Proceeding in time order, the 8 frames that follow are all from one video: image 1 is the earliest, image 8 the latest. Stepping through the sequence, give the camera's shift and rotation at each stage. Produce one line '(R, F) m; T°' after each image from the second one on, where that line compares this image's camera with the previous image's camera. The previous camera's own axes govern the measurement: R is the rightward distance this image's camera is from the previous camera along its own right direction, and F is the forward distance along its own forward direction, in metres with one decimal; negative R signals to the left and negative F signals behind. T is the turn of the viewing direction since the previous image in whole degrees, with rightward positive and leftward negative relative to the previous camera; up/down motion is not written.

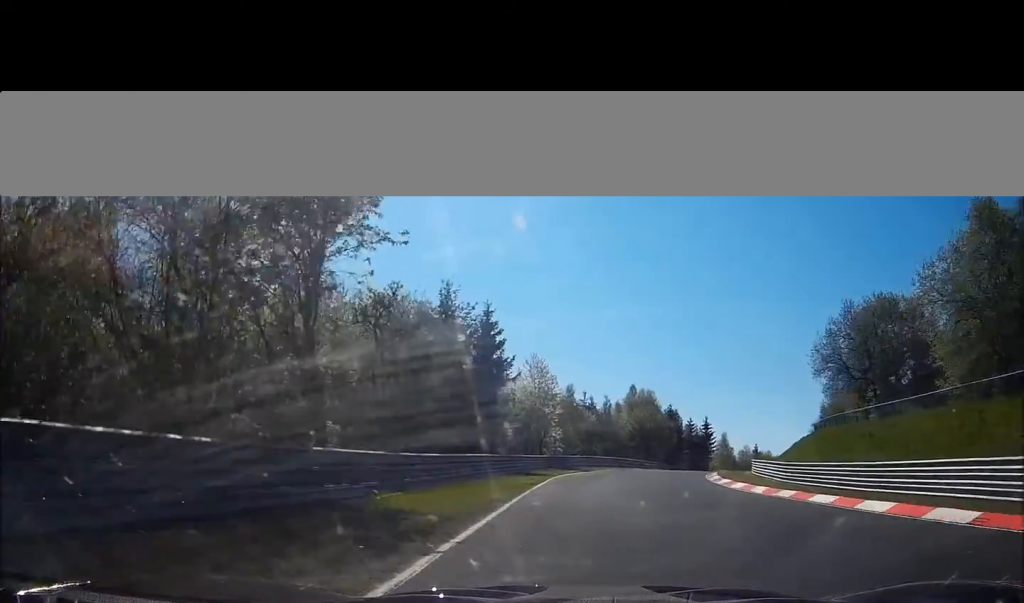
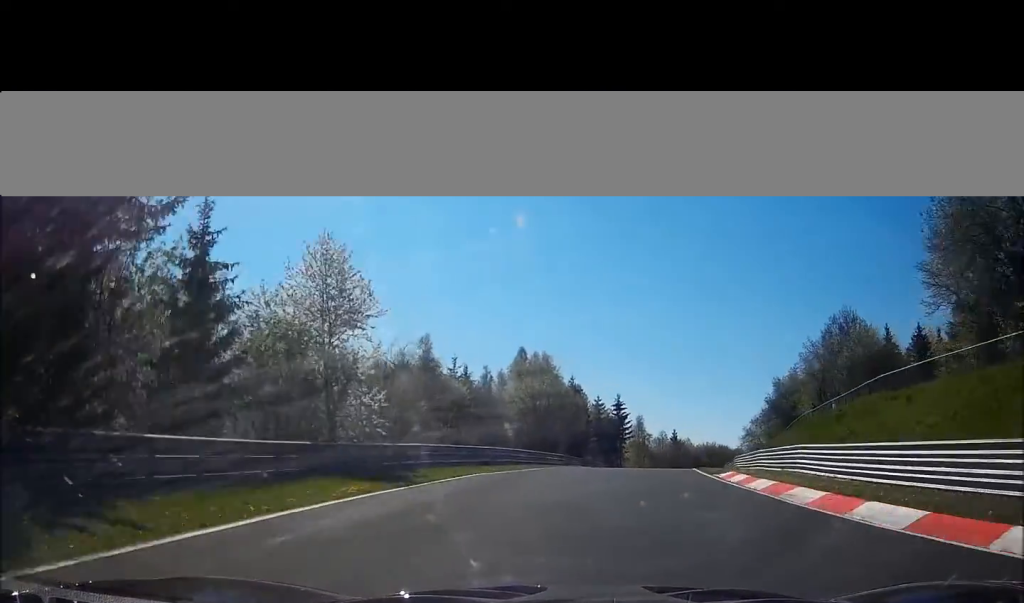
(+2.2, +32.0) m; +7°
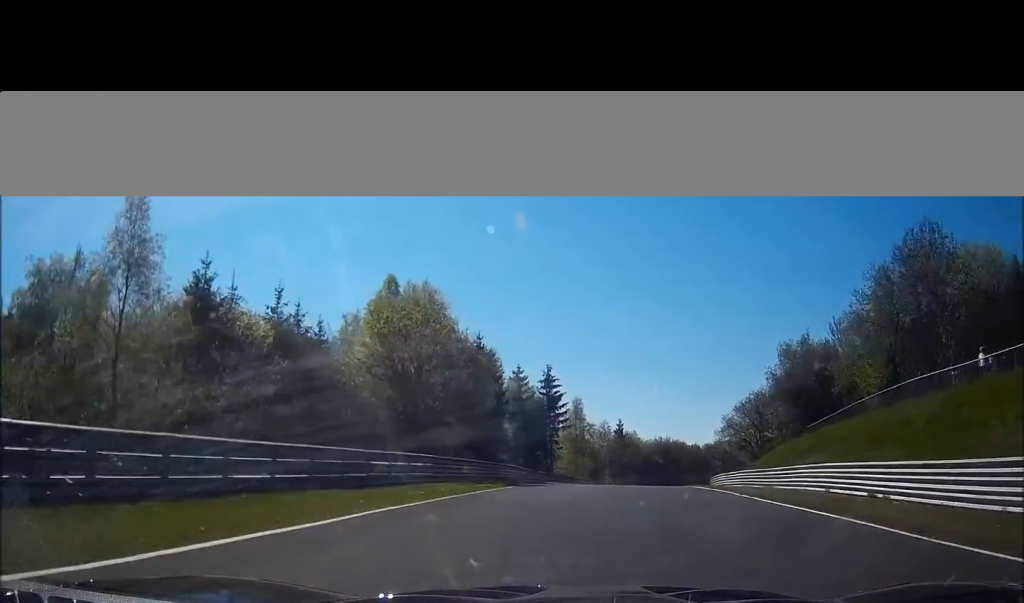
(+1.6, +34.1) m; +5°
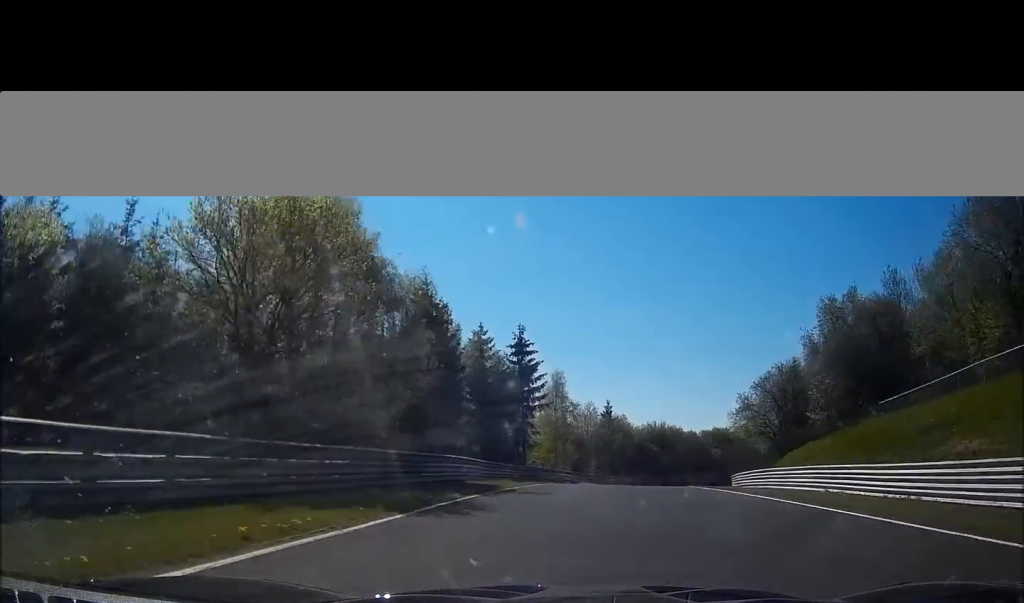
(+0.4, +17.4) m; +3°
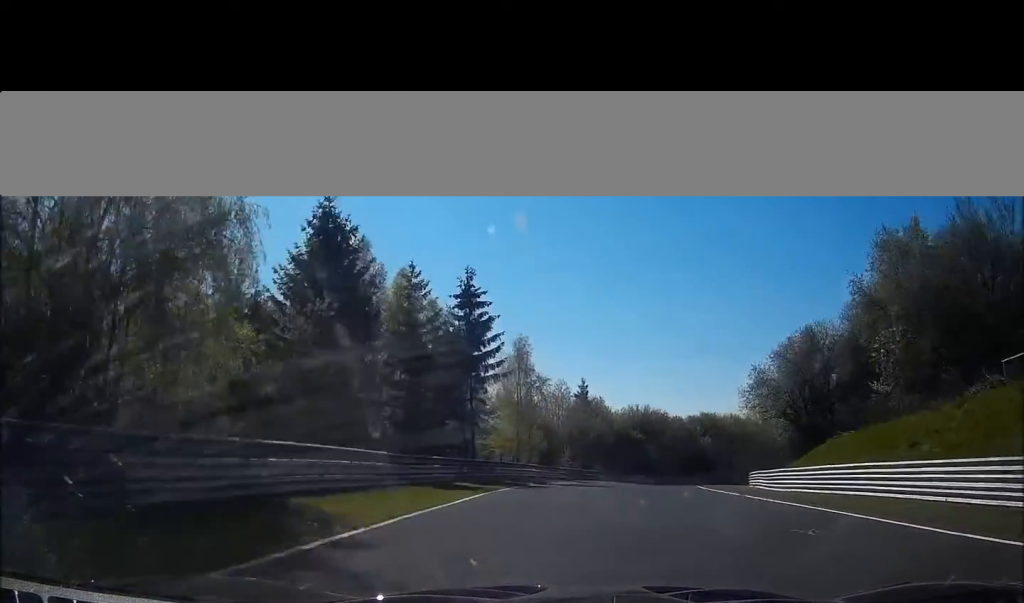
(0.0, +14.9) m; +3°
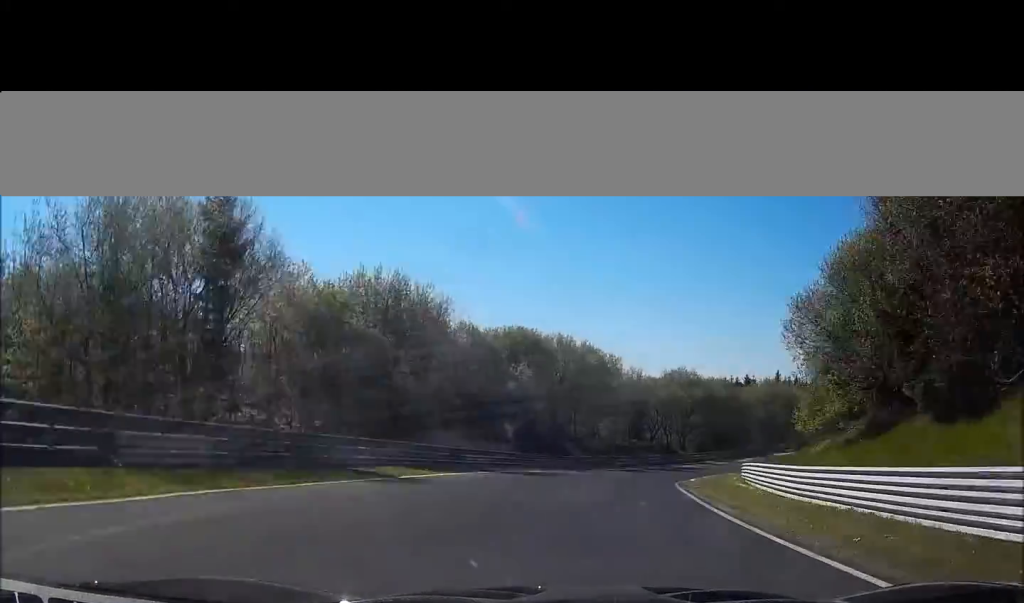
(+6.1, +54.2) m; +14°
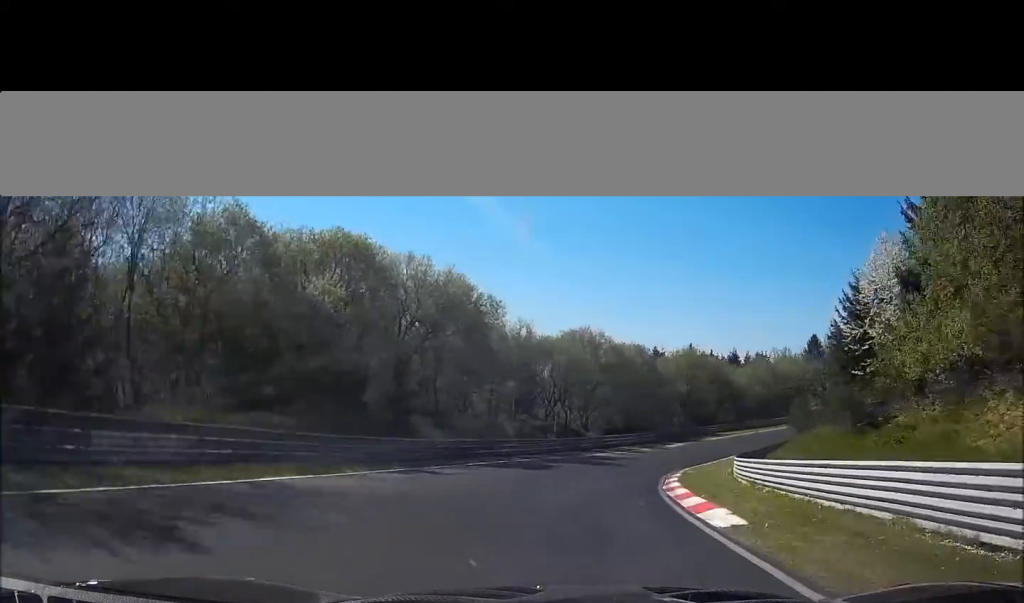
(+1.9, +26.6) m; +9°
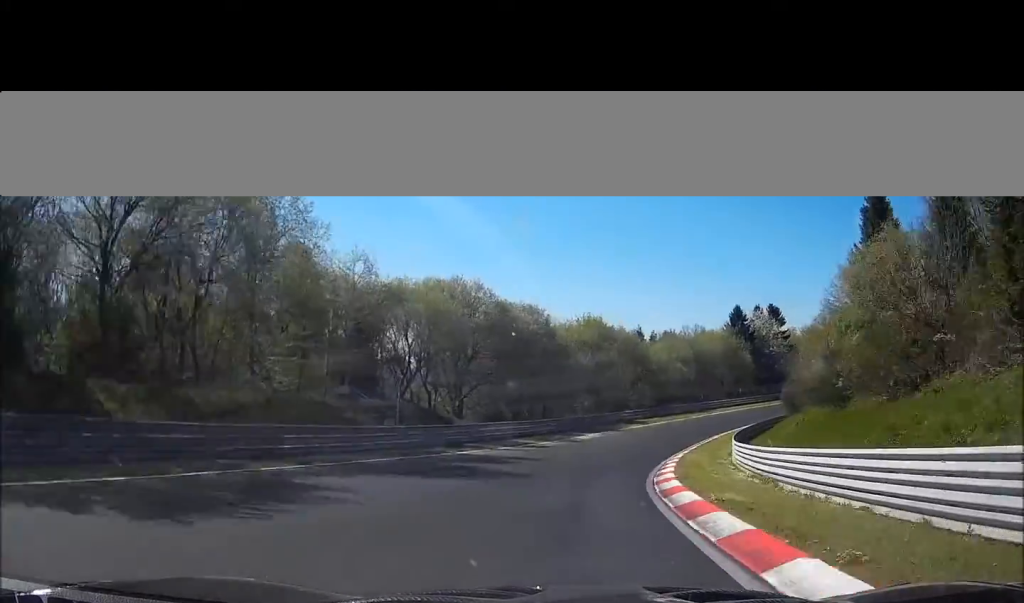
(+1.4, +24.2) m; +10°
